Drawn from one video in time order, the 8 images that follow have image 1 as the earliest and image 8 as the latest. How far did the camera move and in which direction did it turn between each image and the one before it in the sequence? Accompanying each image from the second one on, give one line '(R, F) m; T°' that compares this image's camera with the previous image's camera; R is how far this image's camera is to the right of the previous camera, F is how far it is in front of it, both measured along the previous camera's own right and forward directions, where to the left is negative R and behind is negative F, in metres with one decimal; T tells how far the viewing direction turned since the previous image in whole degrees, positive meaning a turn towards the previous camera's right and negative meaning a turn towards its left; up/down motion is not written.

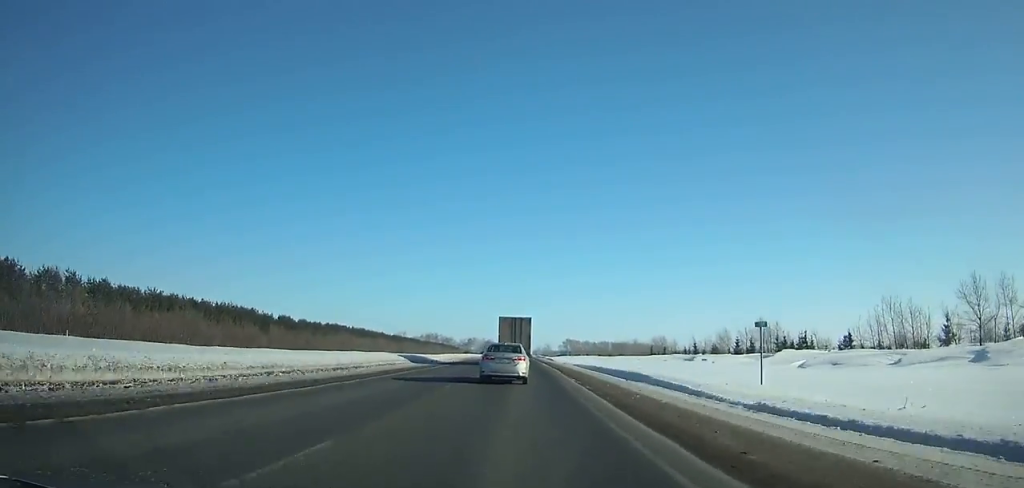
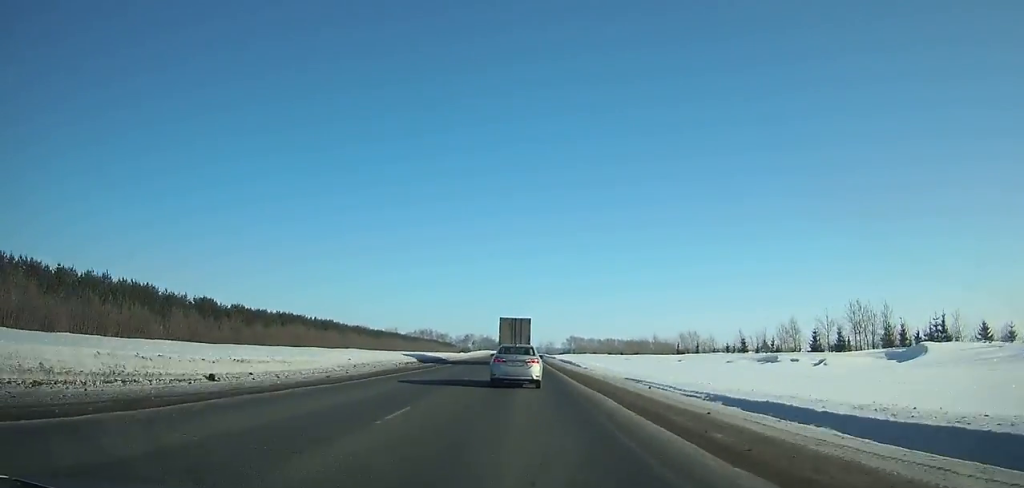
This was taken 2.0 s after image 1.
(0.0, +42.7) m; 0°
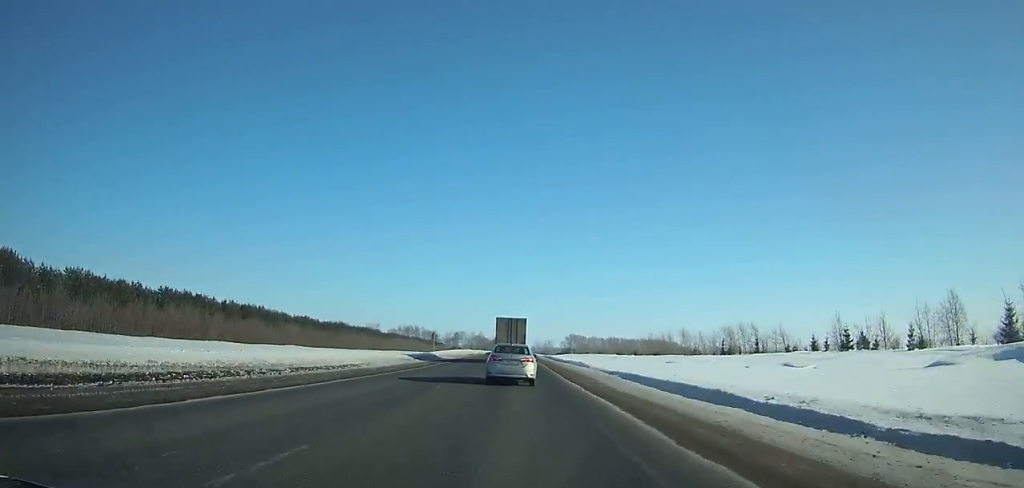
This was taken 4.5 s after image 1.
(0.0, +53.0) m; 0°
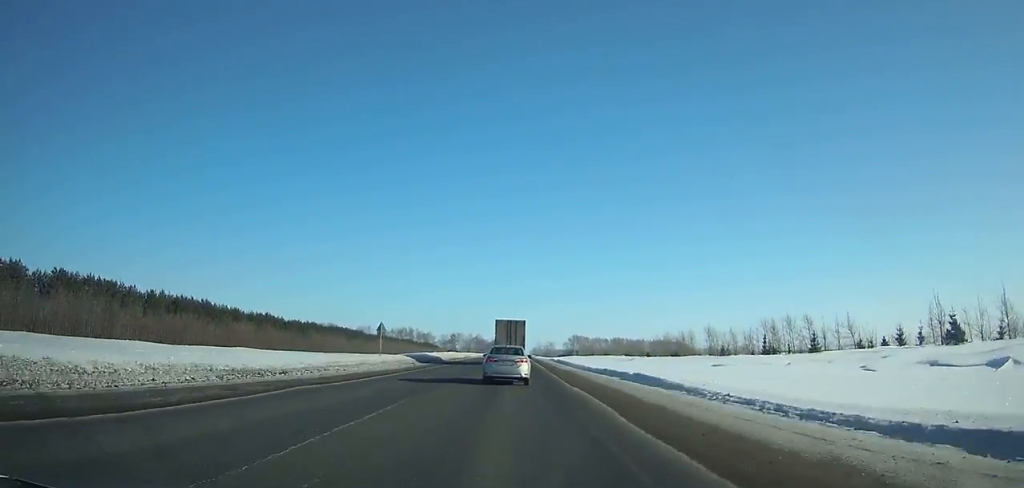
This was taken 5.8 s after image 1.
(0.0, +27.5) m; 0°
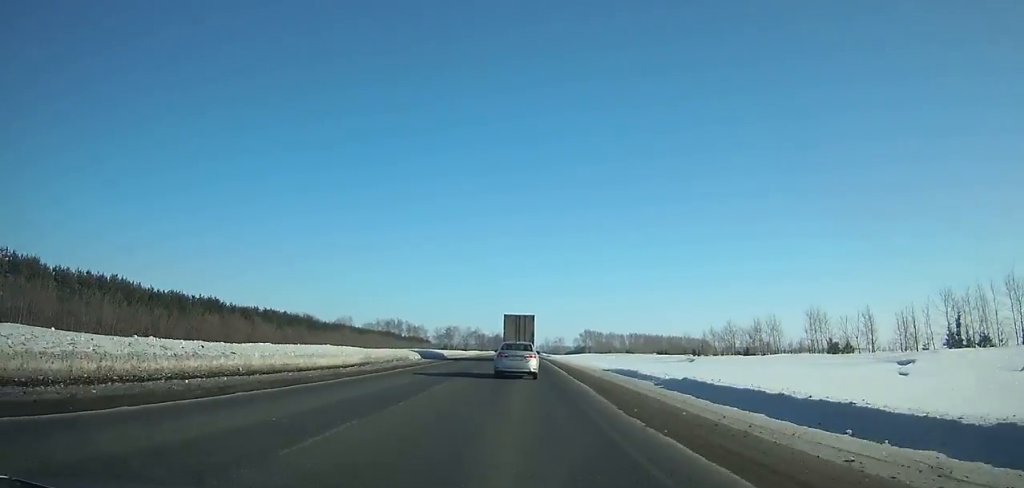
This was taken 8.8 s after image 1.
(-0.3, +62.8) m; 0°
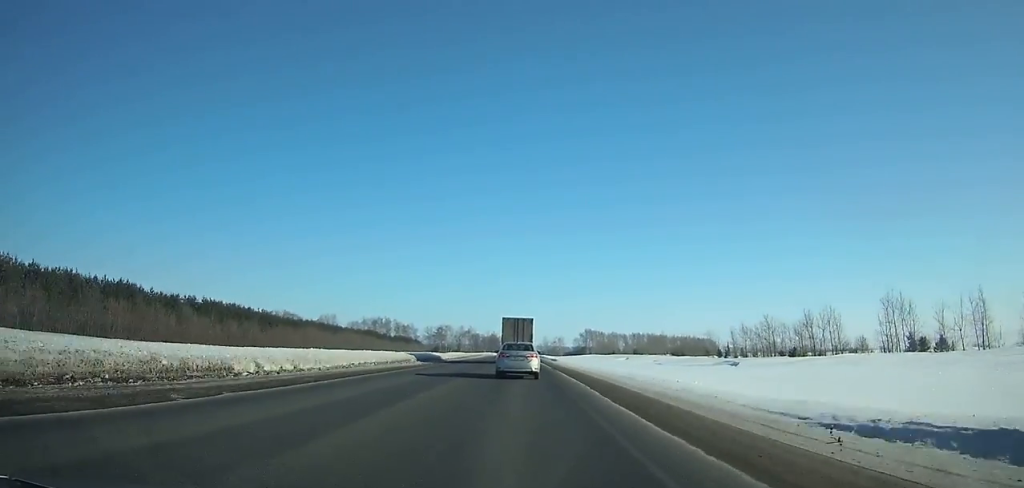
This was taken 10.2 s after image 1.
(+0.2, +28.9) m; 0°
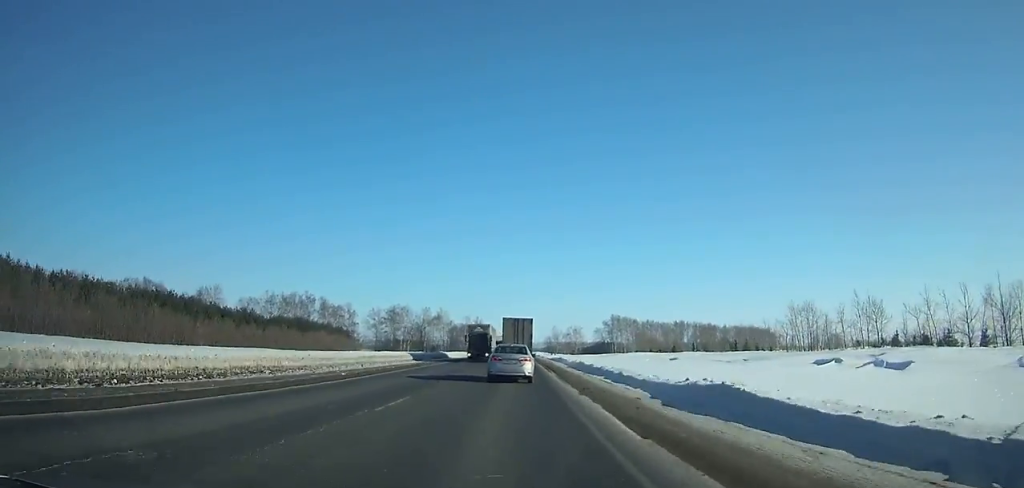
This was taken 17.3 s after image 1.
(+0.3, +144.4) m; 0°
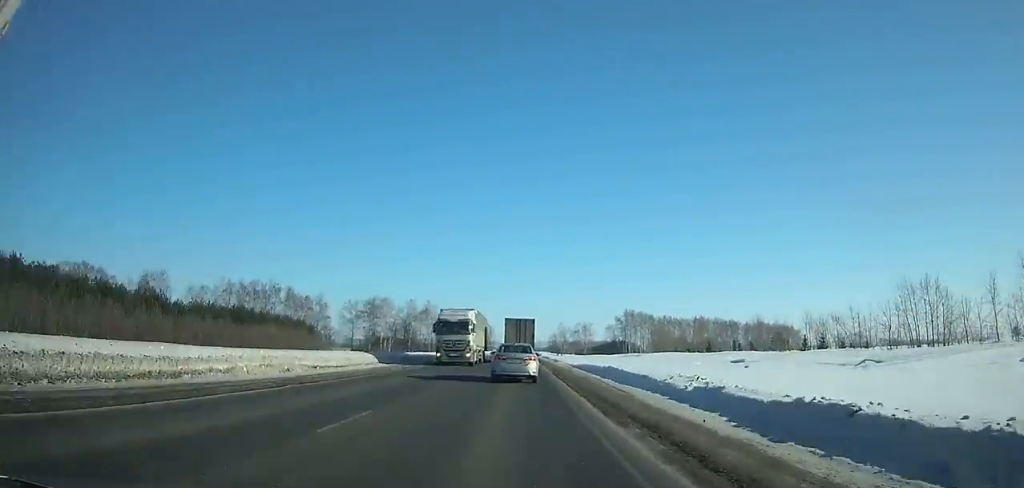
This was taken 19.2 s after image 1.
(0.0, +38.3) m; 0°
